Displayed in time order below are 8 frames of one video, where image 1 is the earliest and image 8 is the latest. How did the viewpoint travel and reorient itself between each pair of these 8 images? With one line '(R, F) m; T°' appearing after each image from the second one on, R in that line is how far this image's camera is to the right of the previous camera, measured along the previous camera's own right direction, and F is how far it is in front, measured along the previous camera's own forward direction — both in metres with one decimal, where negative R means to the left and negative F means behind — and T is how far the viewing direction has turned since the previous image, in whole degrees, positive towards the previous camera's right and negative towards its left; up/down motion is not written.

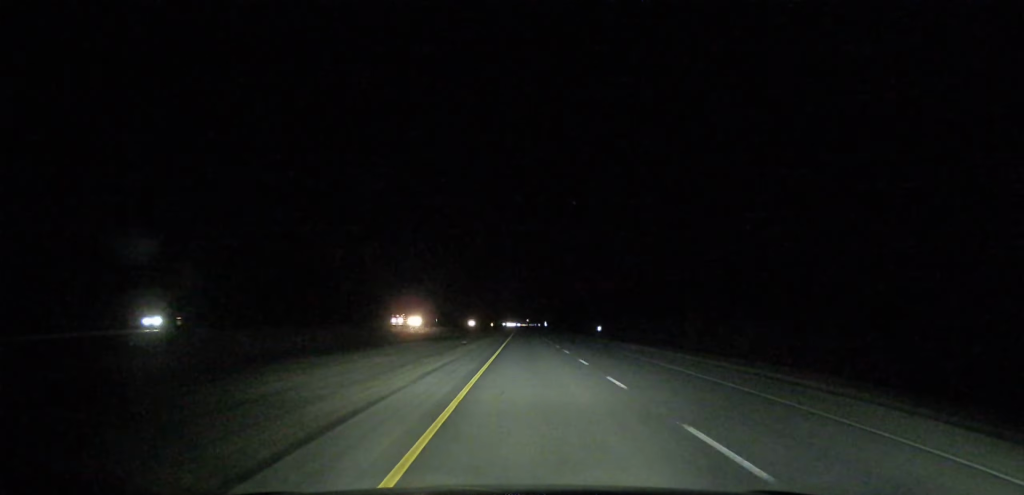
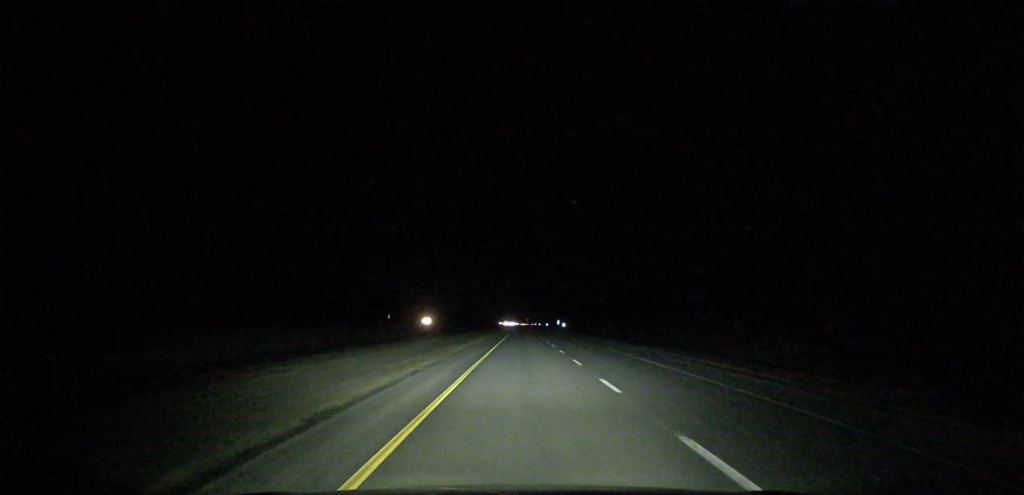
(+0.1, +125.3) m; 0°
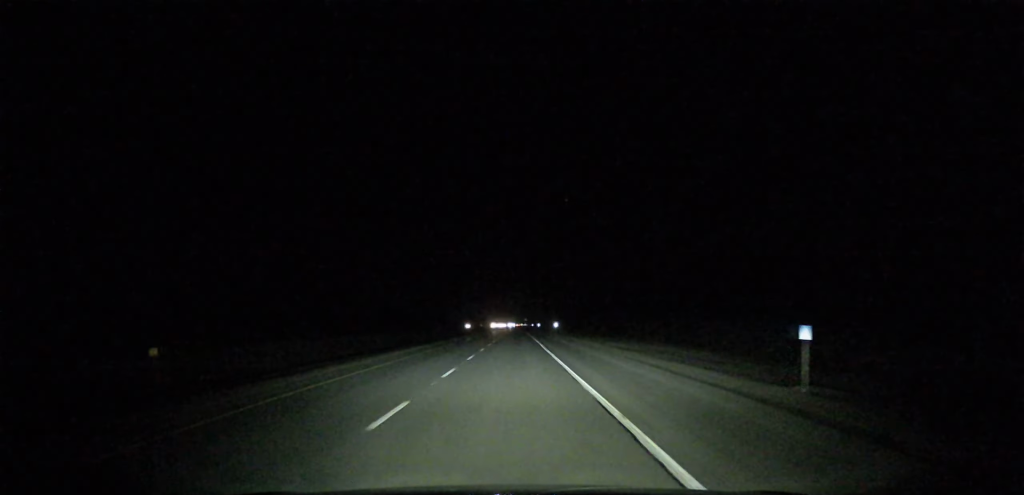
(+0.5, +346.3) m; 0°
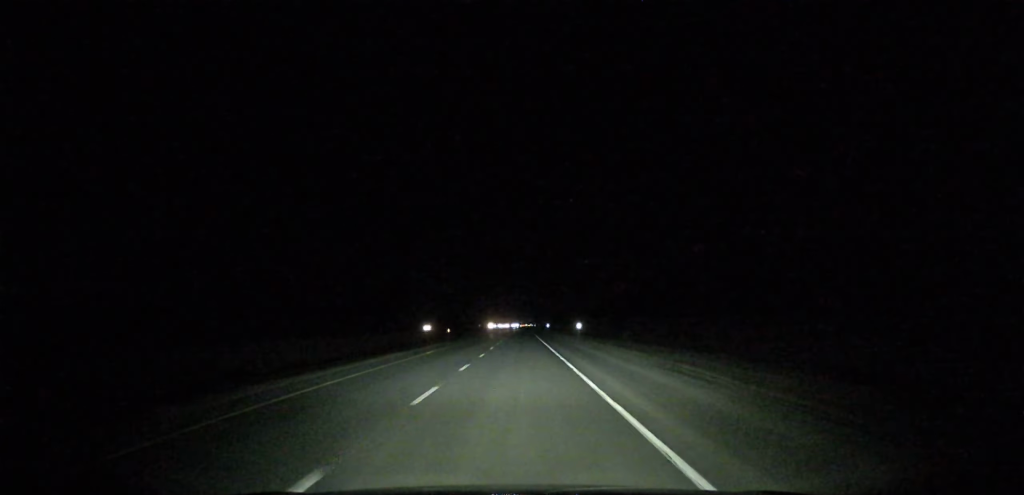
(-0.5, +131.2) m; 0°
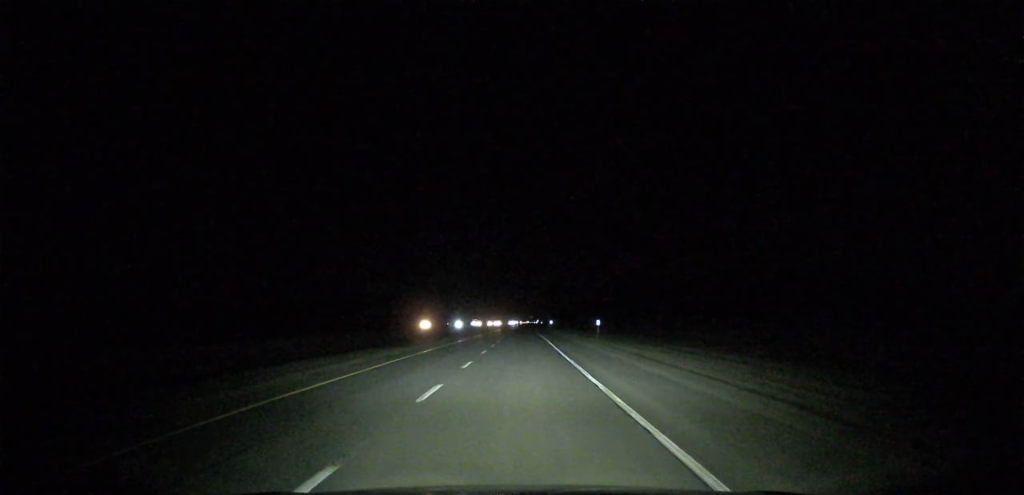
(-0.6, +309.3) m; 0°
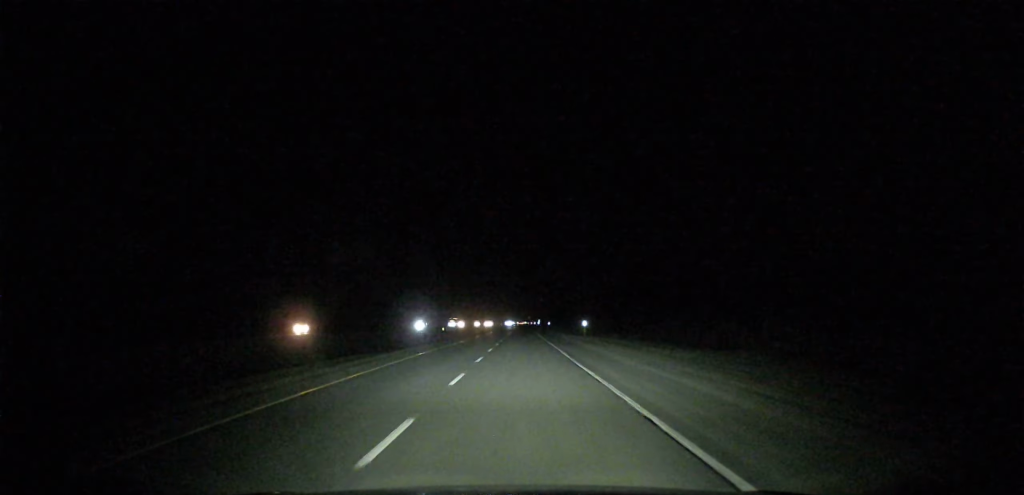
(+0.1, +85.7) m; 0°
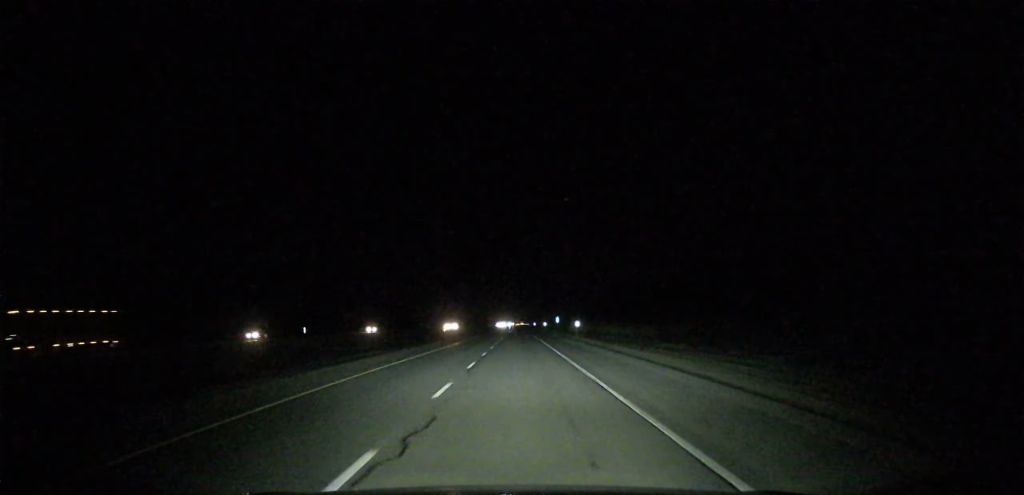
(+0.4, +193.0) m; 0°
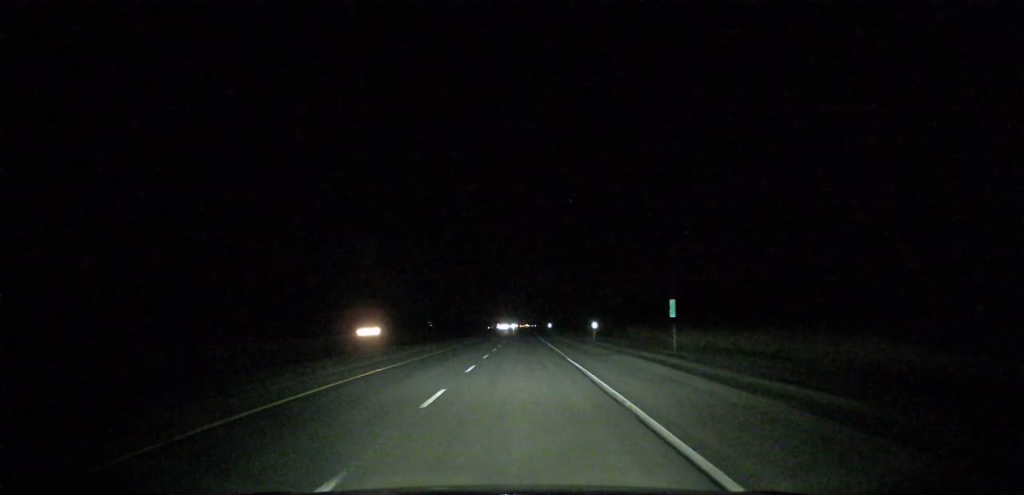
(0.0, +110.5) m; 0°
